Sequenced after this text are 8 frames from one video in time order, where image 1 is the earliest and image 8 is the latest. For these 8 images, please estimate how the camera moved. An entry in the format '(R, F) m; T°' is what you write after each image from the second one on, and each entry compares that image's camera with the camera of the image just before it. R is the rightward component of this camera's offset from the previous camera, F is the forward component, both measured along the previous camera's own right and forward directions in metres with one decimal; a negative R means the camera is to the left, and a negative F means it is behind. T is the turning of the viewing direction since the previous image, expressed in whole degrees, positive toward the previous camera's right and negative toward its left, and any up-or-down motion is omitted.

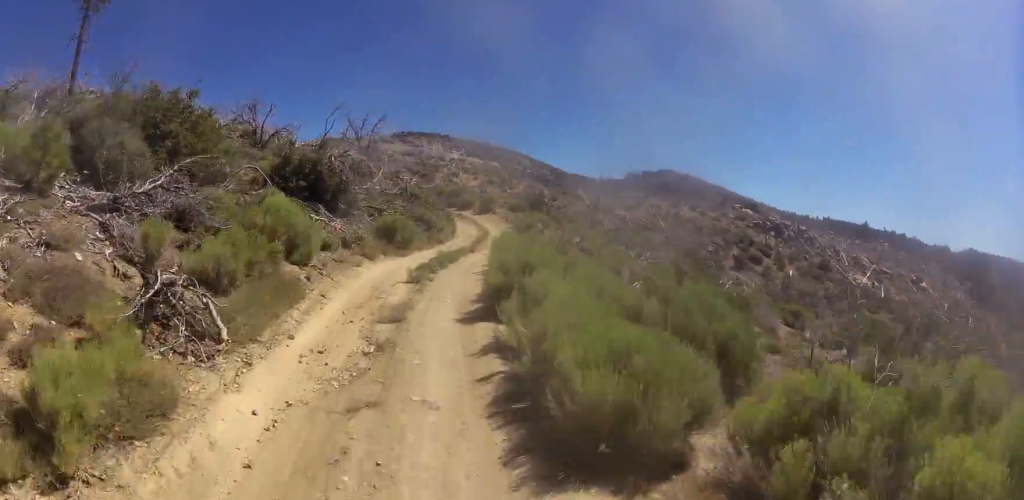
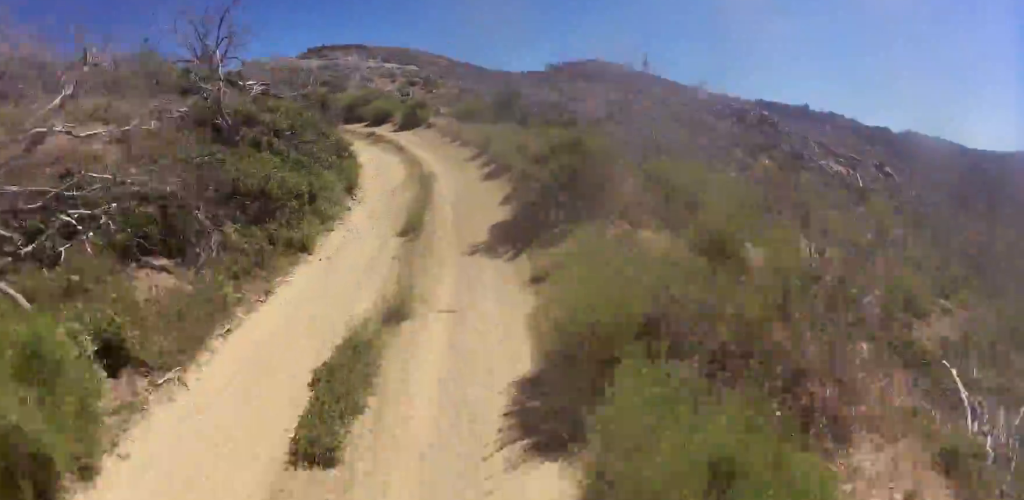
(-0.8, +13.2) m; -10°
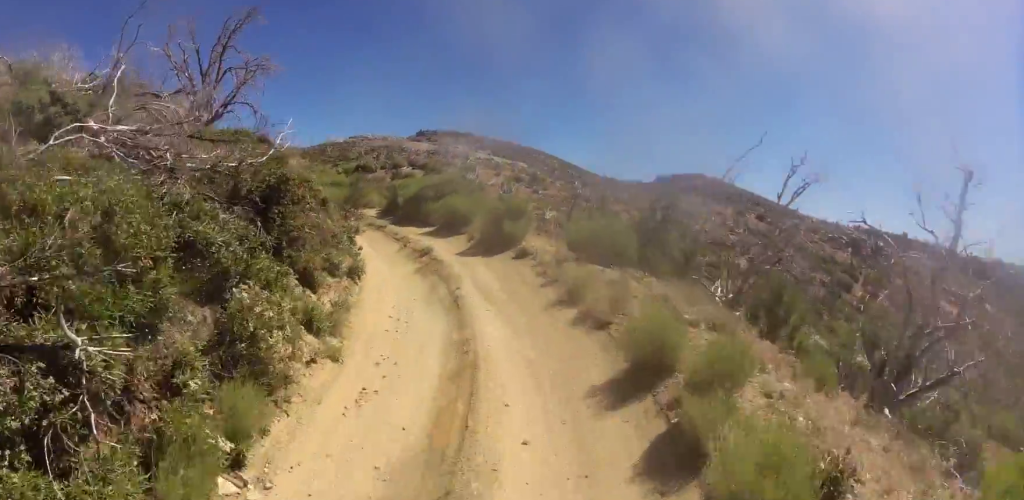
(-0.6, +8.7) m; -4°
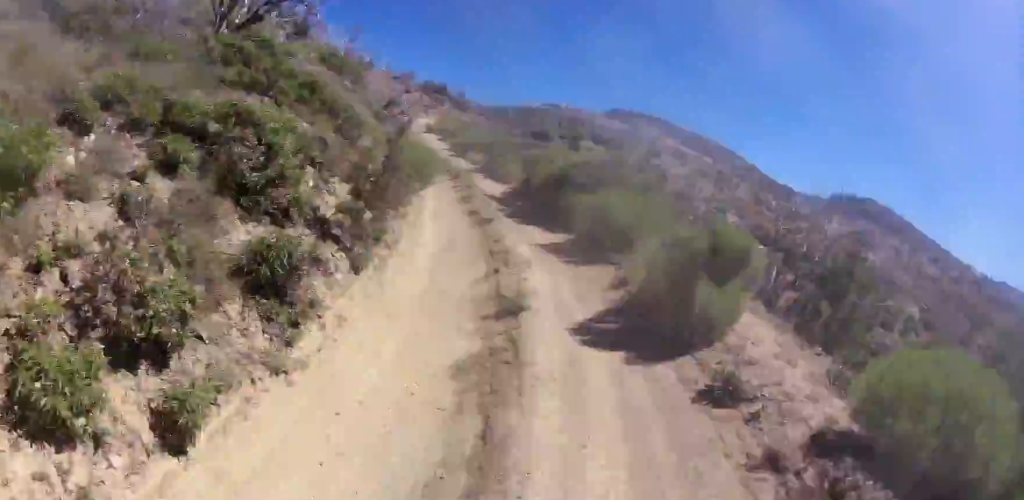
(0.0, +7.8) m; -6°
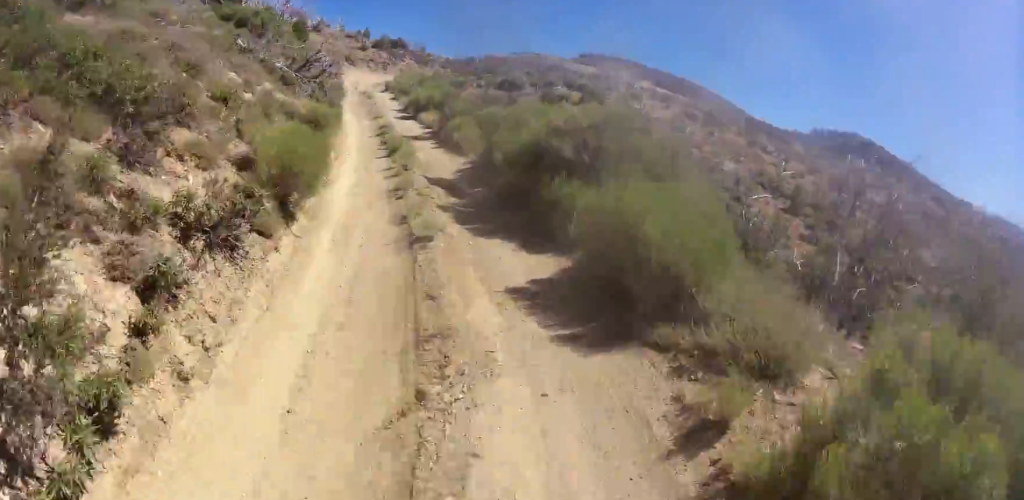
(-0.1, +4.6) m; -6°
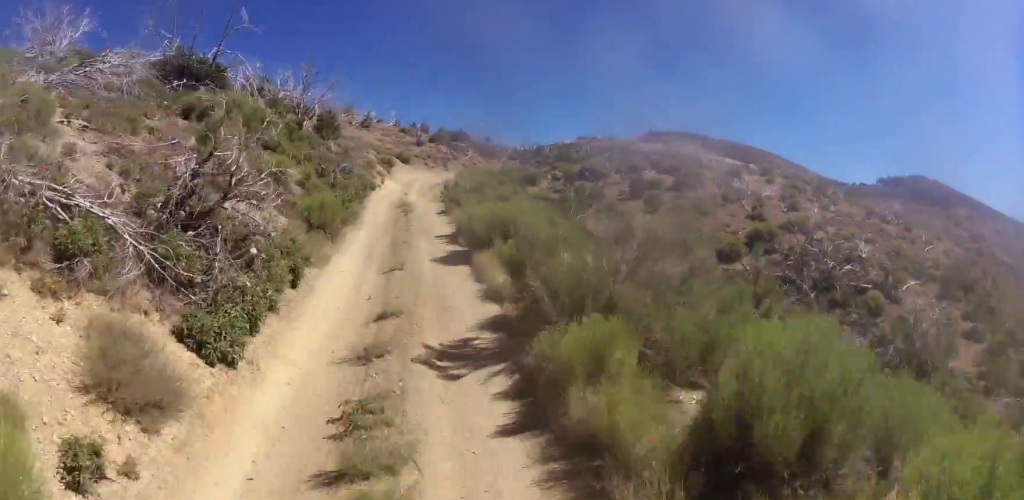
(-1.4, +9.7) m; -10°
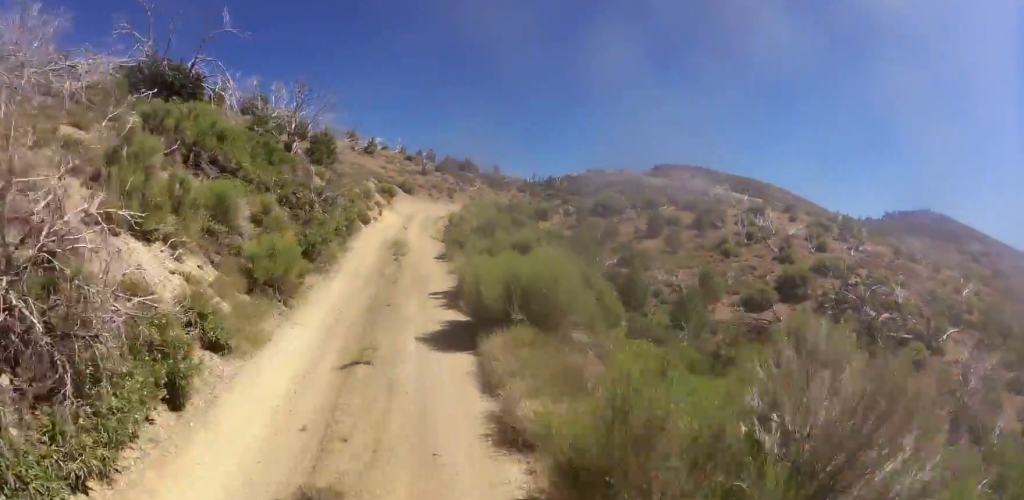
(-0.2, +3.5) m; -1°
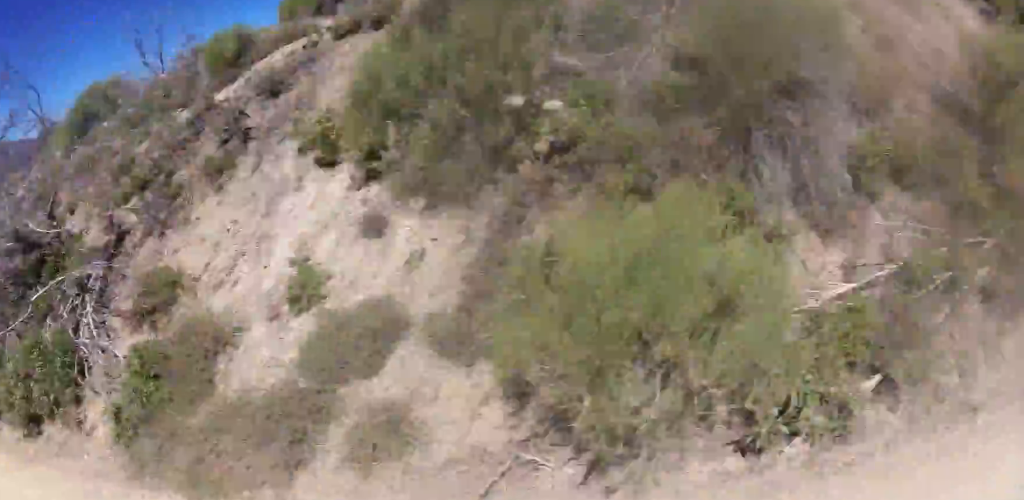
(+0.2, +8.8) m; -8°
